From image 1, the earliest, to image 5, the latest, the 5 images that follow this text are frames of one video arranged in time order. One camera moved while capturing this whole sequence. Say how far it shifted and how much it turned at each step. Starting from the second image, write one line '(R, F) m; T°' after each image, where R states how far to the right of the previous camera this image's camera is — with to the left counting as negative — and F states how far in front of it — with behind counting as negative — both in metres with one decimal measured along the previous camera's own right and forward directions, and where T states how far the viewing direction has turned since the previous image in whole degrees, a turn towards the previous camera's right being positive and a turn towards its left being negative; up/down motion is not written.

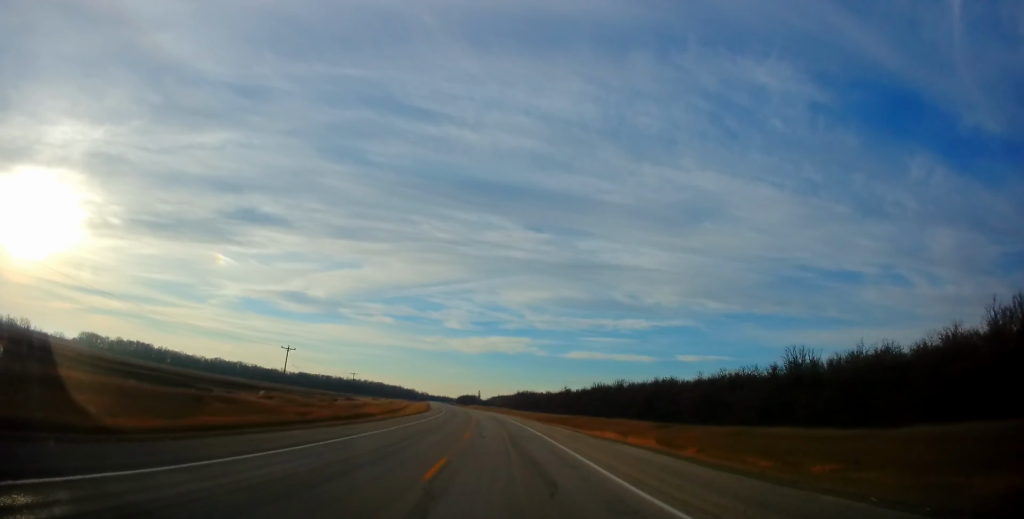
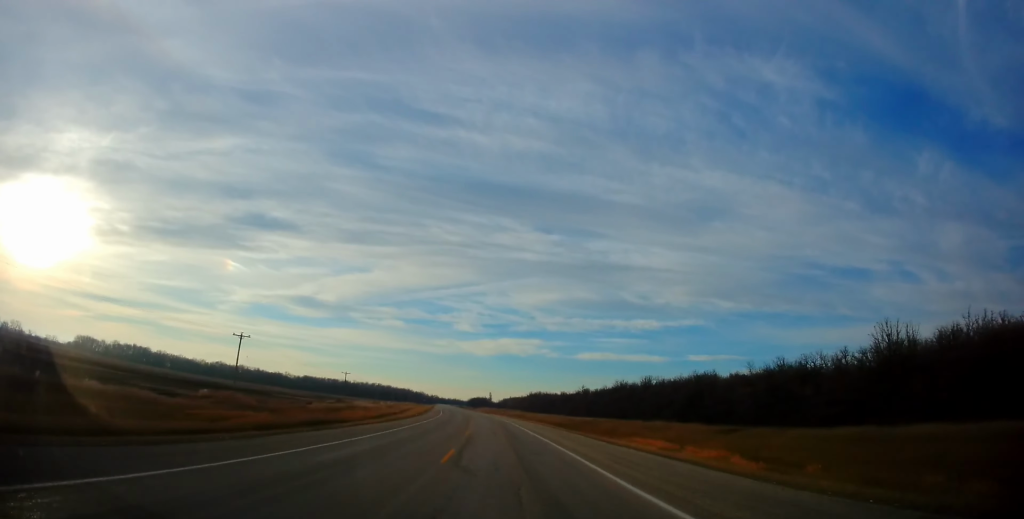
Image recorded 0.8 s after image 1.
(-0.2, +21.6) m; -1°
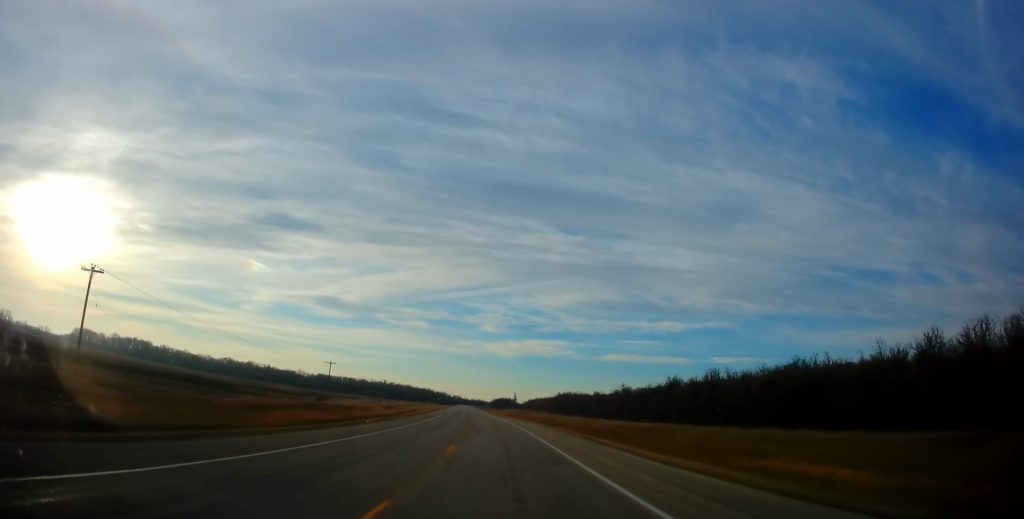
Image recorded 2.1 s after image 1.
(-0.5, +34.9) m; -3°
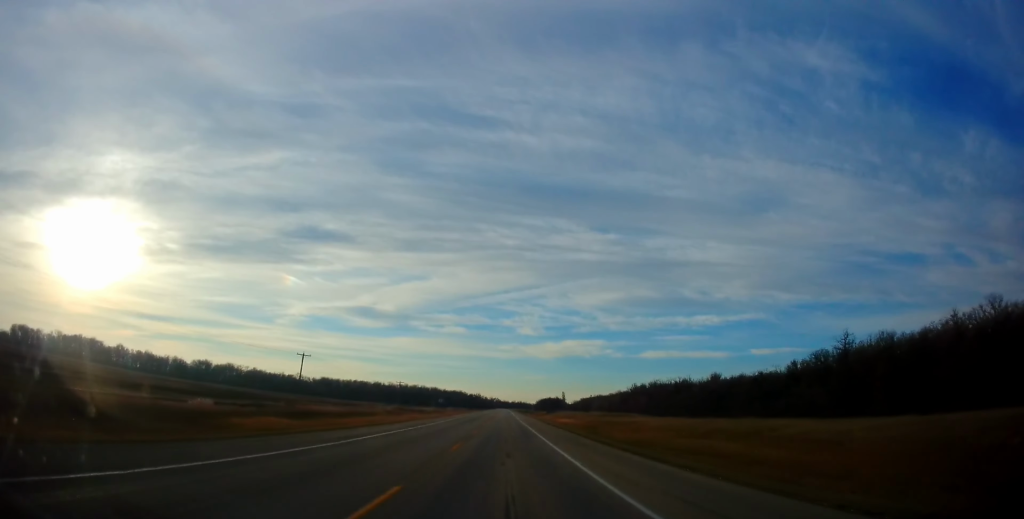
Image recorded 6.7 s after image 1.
(-5.7, +117.0) m; -3°
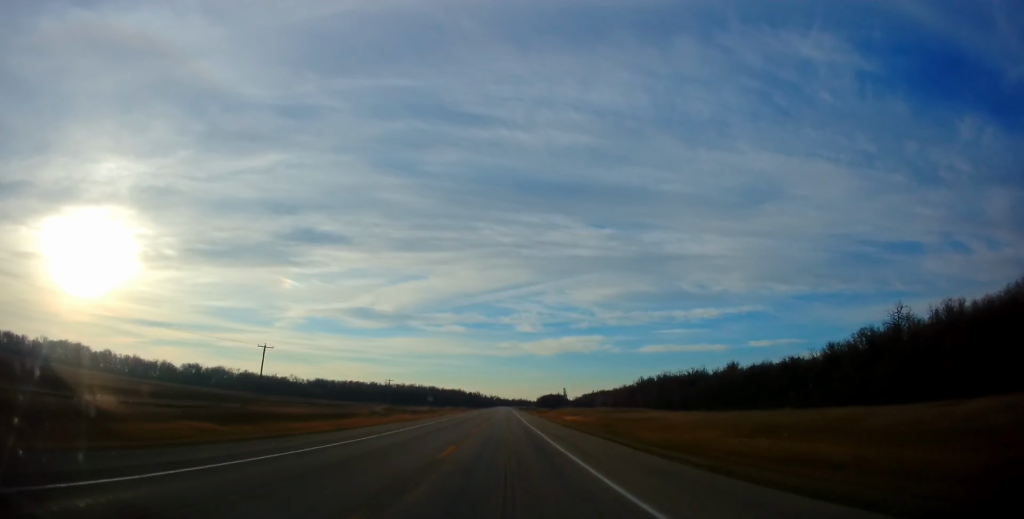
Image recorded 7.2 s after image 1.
(+0.2, +13.7) m; 0°
